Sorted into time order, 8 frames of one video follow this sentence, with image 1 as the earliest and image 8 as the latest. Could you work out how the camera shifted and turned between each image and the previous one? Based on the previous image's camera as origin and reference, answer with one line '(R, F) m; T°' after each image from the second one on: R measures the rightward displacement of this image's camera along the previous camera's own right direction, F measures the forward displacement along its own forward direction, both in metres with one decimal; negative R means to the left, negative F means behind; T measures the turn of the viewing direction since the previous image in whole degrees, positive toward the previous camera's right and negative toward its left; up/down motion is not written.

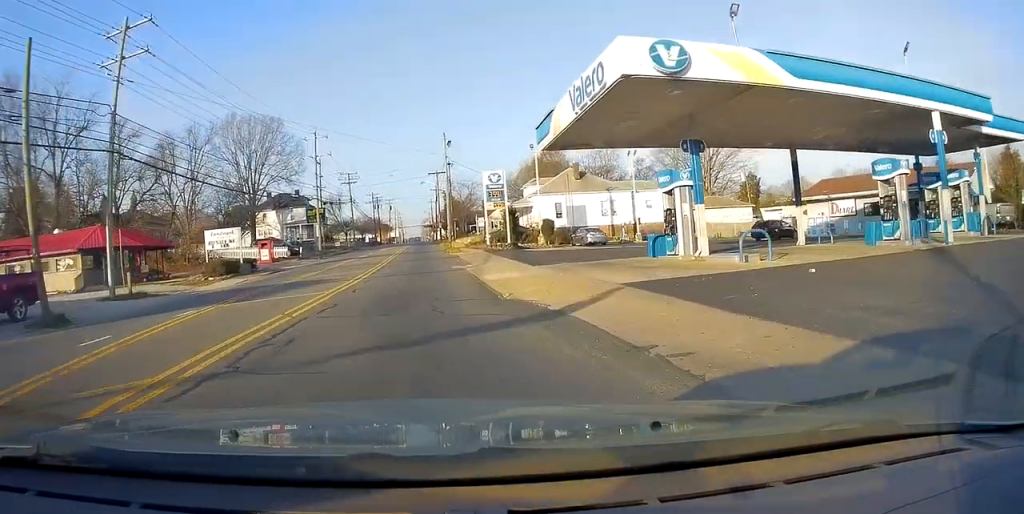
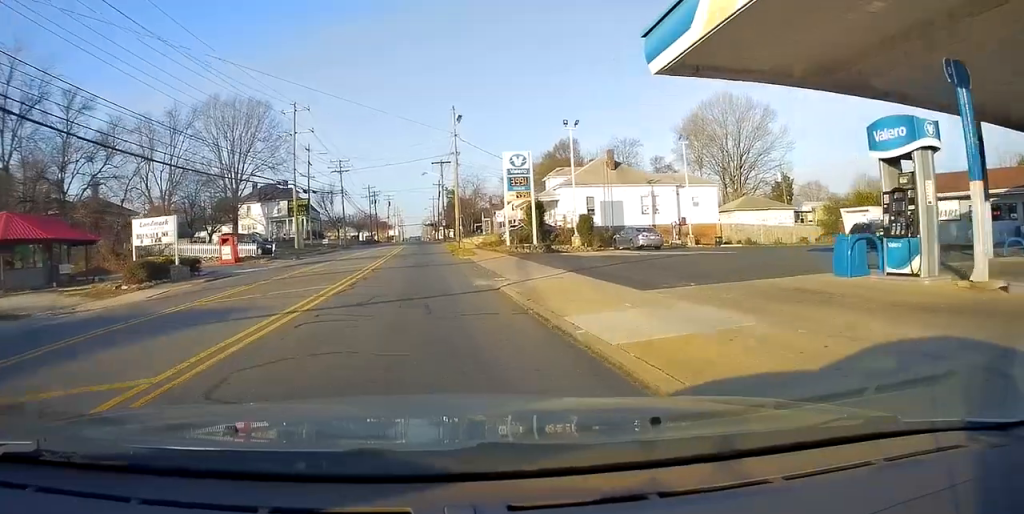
(+0.1, +10.8) m; +1°
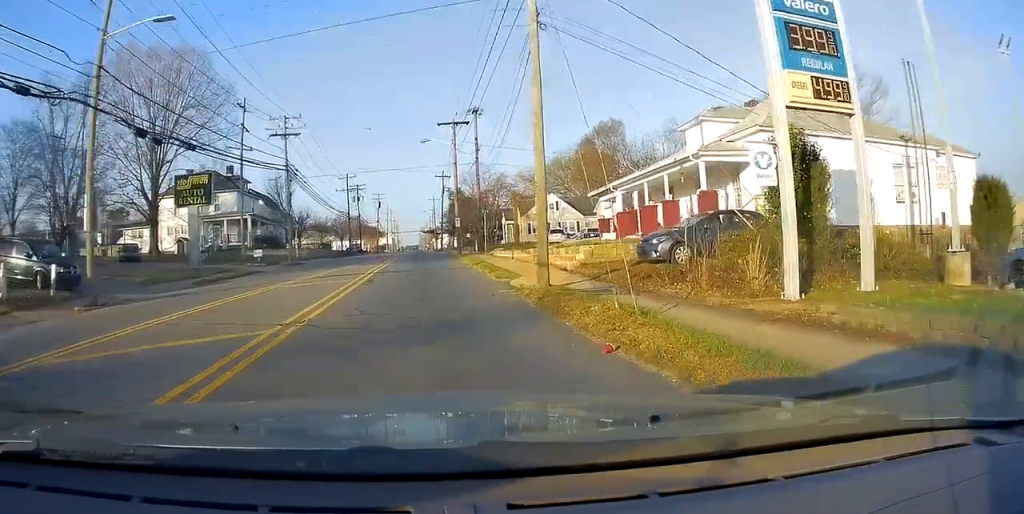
(-0.8, +29.2) m; -2°
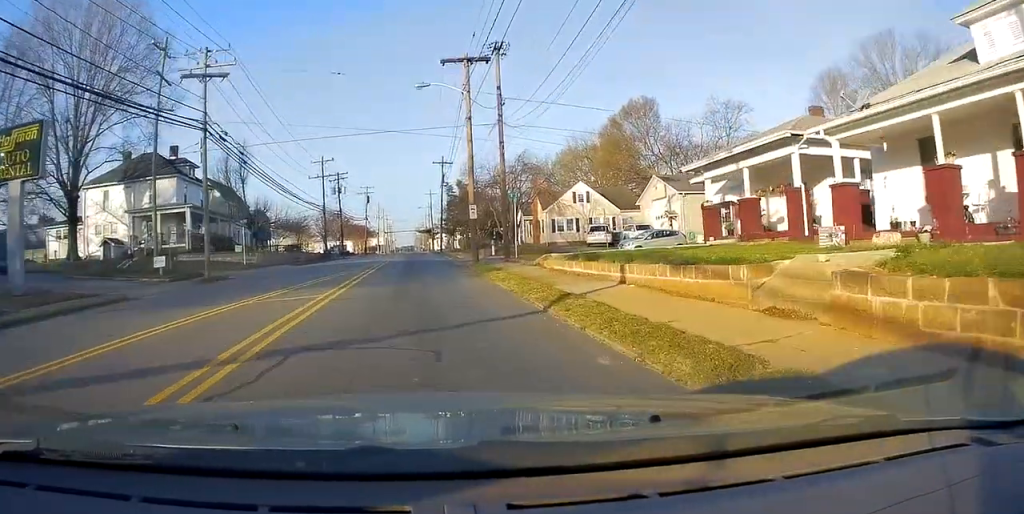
(+0.6, +15.9) m; +3°
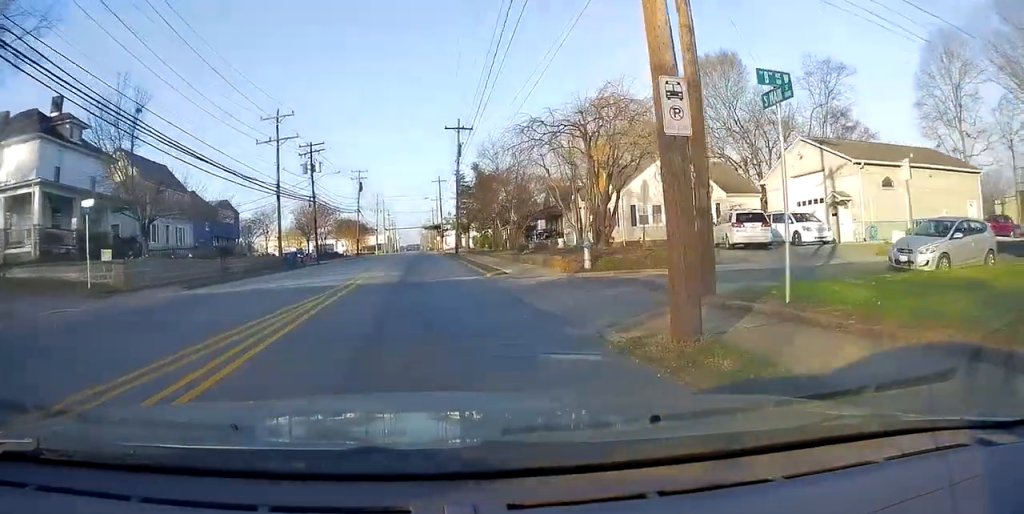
(-0.1, +21.3) m; -2°
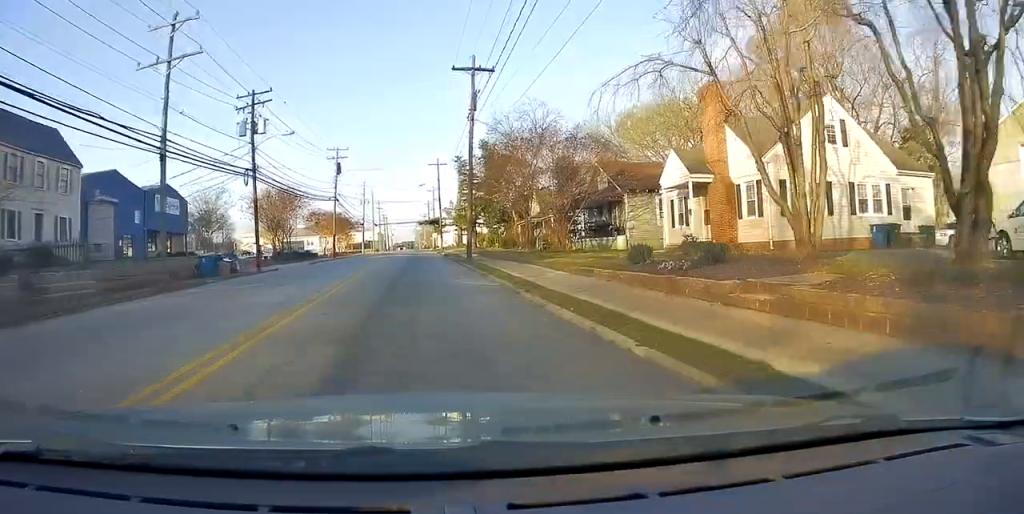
(-0.5, +17.2) m; -1°
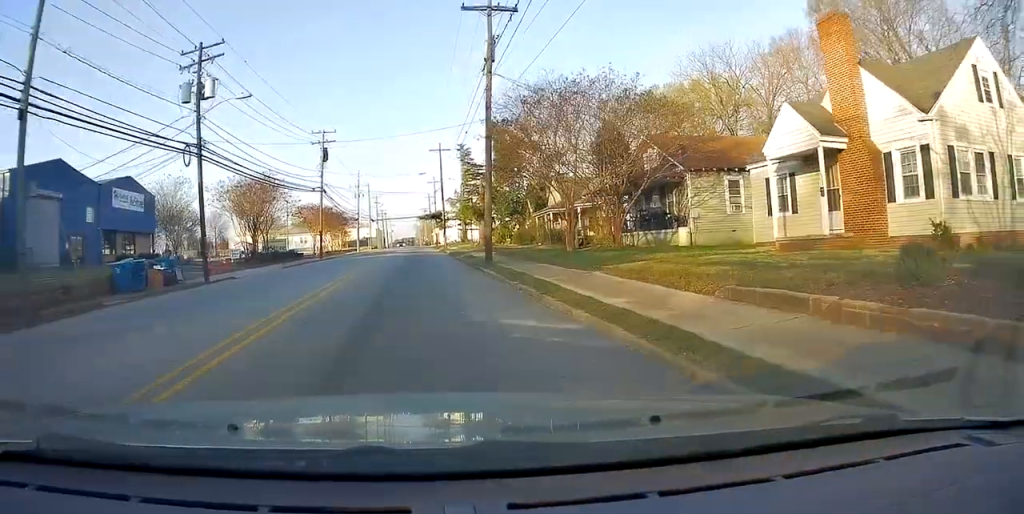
(-0.1, +8.6) m; +1°
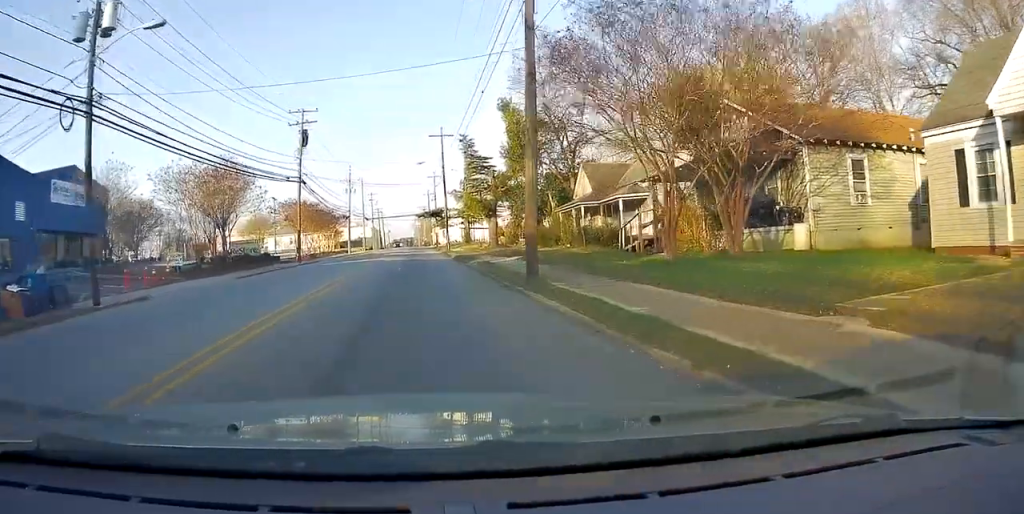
(+0.3, +9.2) m; 0°
